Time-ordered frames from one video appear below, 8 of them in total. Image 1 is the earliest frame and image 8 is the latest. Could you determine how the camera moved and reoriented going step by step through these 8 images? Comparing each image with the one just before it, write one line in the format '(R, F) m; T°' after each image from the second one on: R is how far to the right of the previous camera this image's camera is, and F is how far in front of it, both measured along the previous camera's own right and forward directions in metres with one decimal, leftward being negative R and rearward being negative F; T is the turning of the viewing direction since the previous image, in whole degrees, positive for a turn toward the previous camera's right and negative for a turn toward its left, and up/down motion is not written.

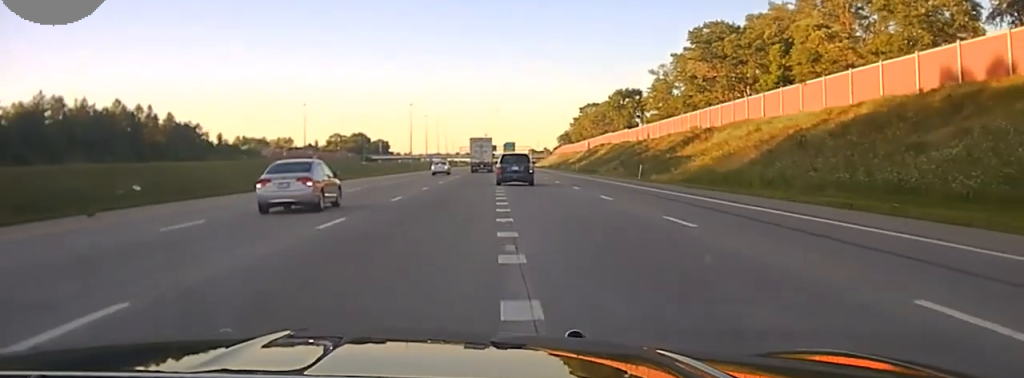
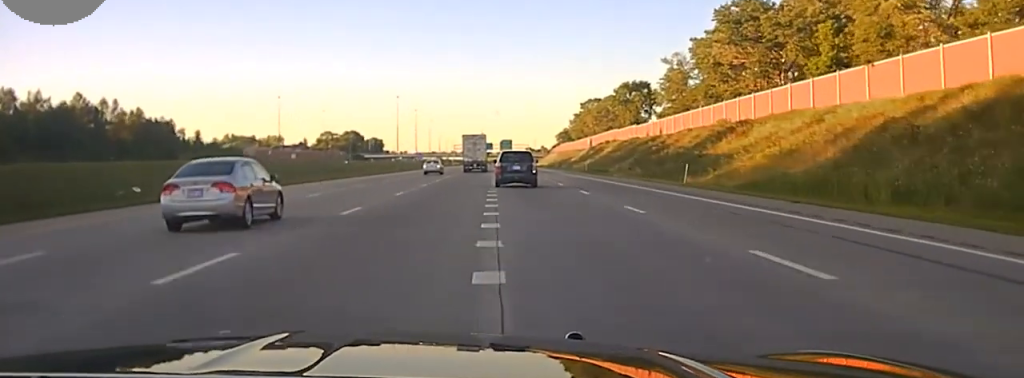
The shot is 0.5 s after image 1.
(-0.1, +18.8) m; 0°
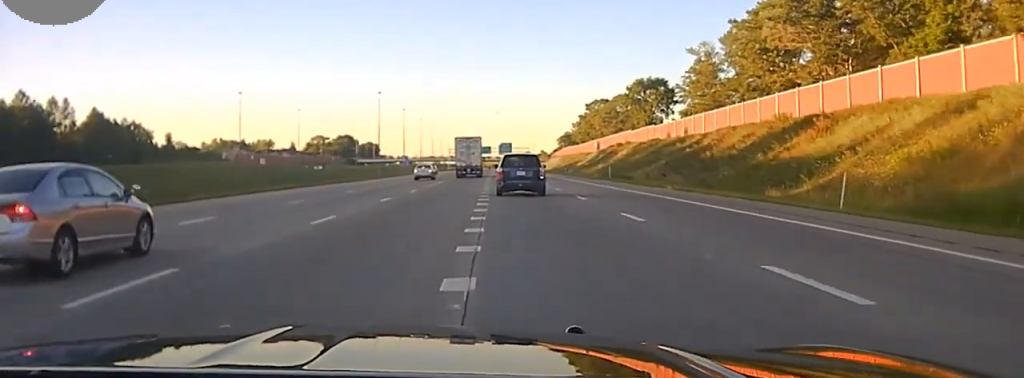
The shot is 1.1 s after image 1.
(-0.1, +24.0) m; 0°
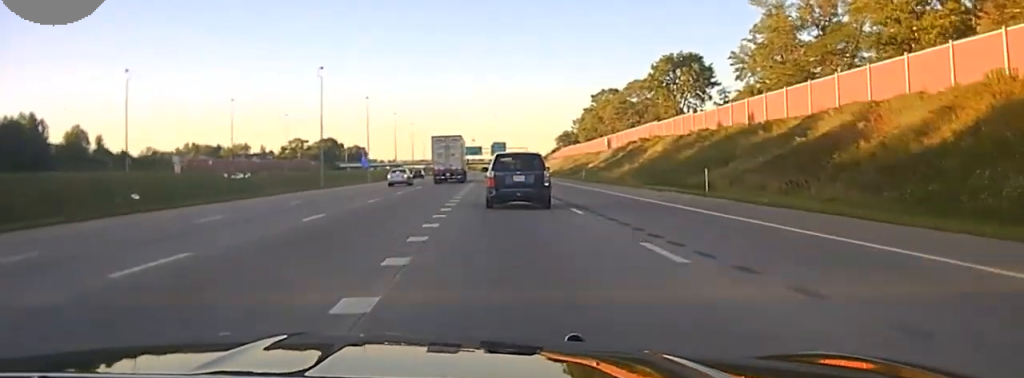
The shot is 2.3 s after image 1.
(+0.4, +44.8) m; +1°
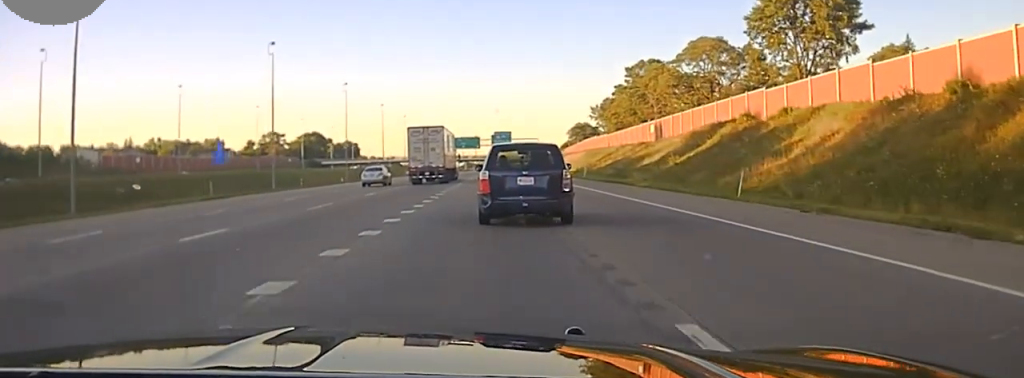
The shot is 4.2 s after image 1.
(-0.2, +65.2) m; 0°
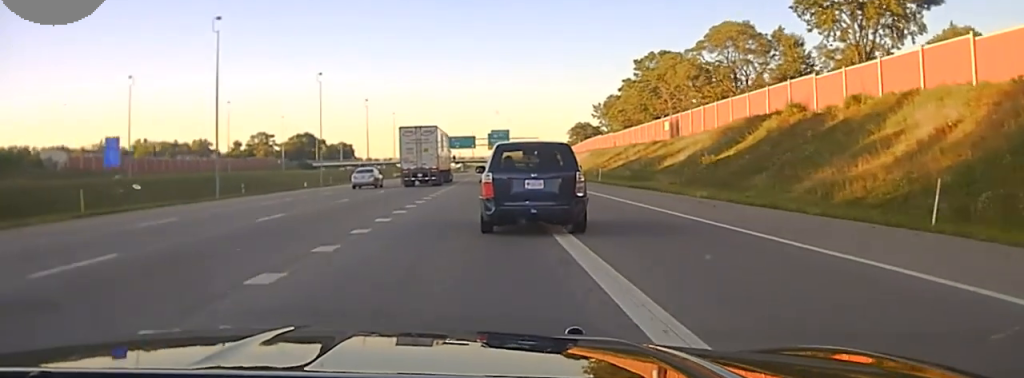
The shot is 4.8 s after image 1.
(0.0, +17.6) m; 0°
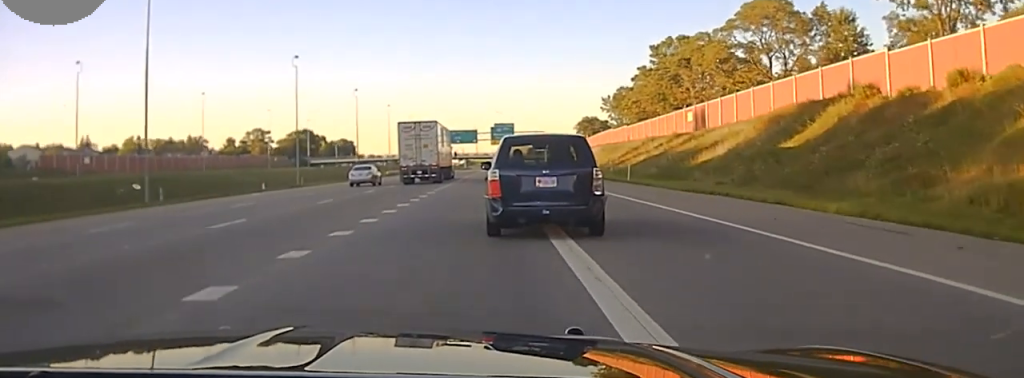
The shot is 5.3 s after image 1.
(0.0, +15.1) m; 0°
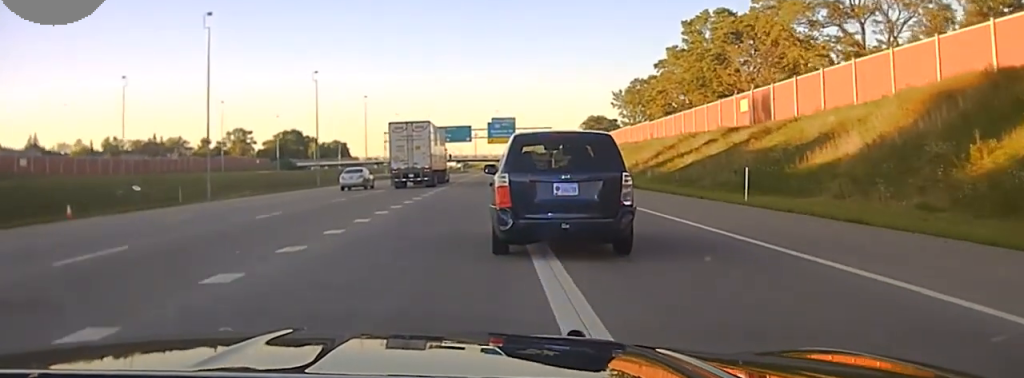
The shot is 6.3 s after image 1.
(-0.1, +29.2) m; 0°
